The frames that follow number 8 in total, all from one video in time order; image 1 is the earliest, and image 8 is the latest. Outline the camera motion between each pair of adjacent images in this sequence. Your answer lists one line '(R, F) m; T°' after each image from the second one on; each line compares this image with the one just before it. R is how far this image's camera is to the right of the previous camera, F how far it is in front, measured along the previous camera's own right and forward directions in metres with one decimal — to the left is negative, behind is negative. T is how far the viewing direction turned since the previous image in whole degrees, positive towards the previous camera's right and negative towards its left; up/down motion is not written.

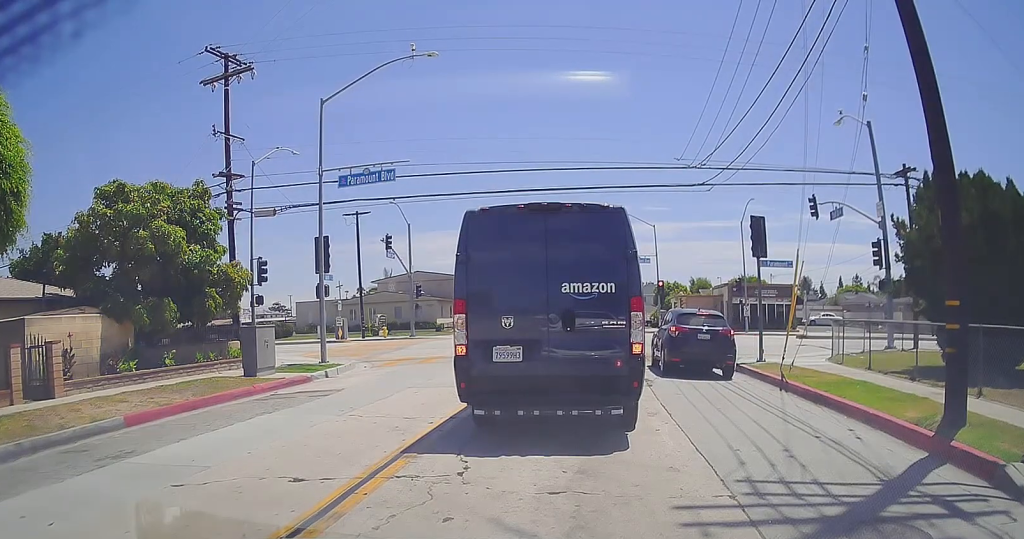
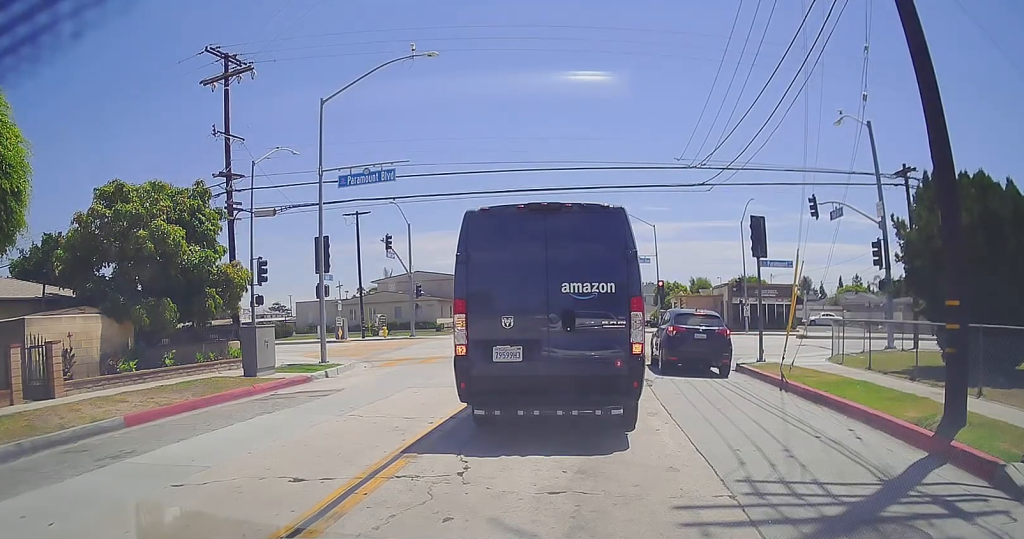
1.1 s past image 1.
(0.0, 0.0) m; 0°
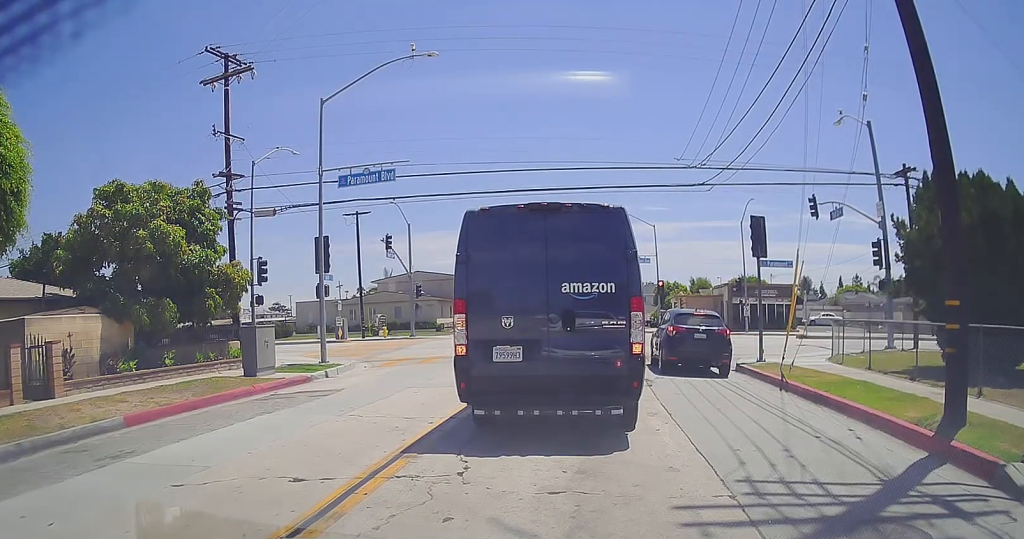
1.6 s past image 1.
(0.0, 0.0) m; 0°
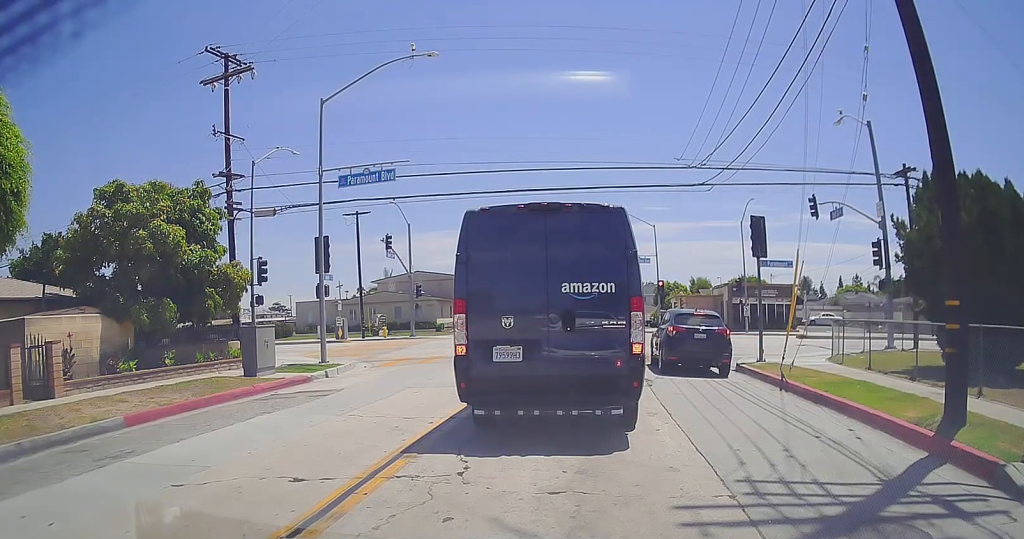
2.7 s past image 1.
(0.0, 0.0) m; 0°
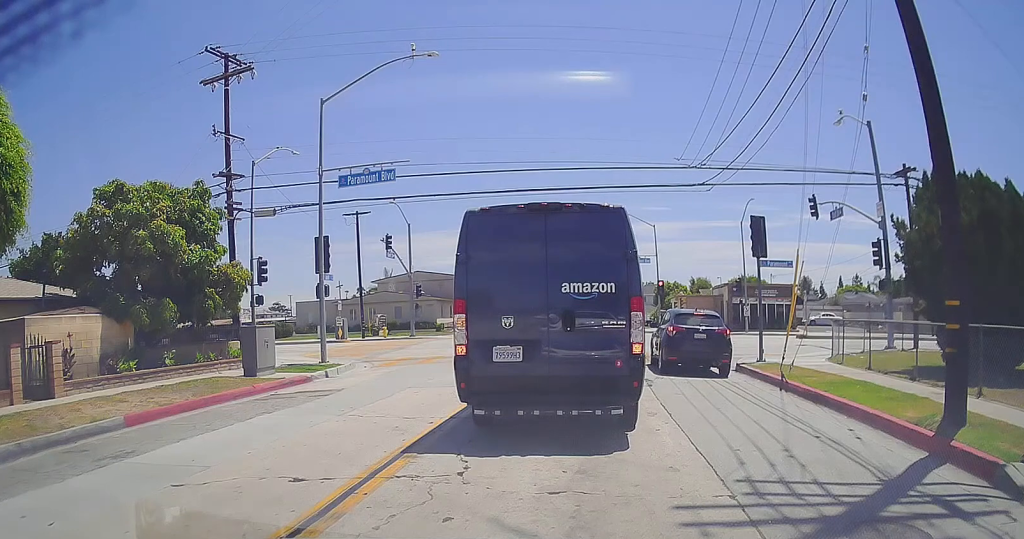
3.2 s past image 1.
(0.0, 0.0) m; 0°
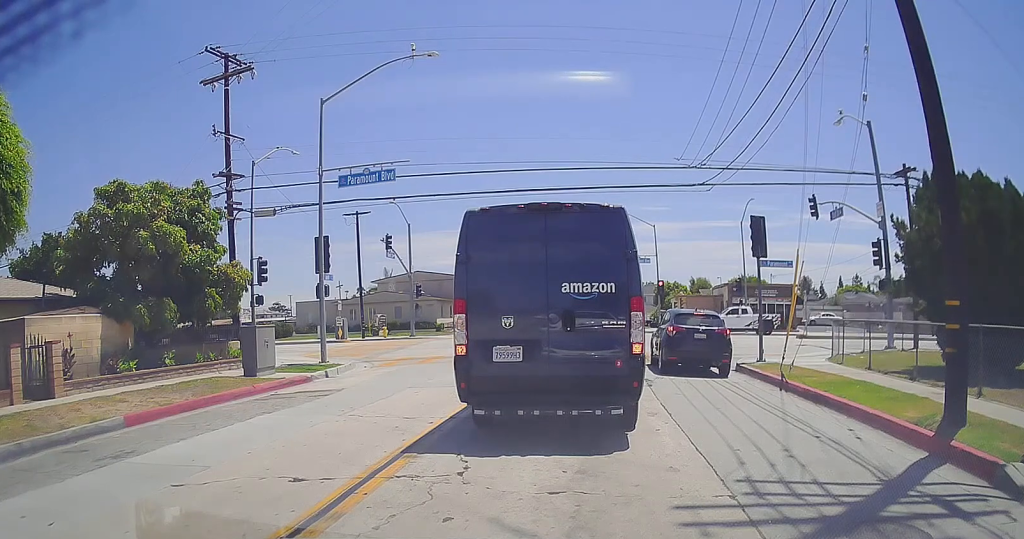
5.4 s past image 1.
(0.0, 0.0) m; 0°
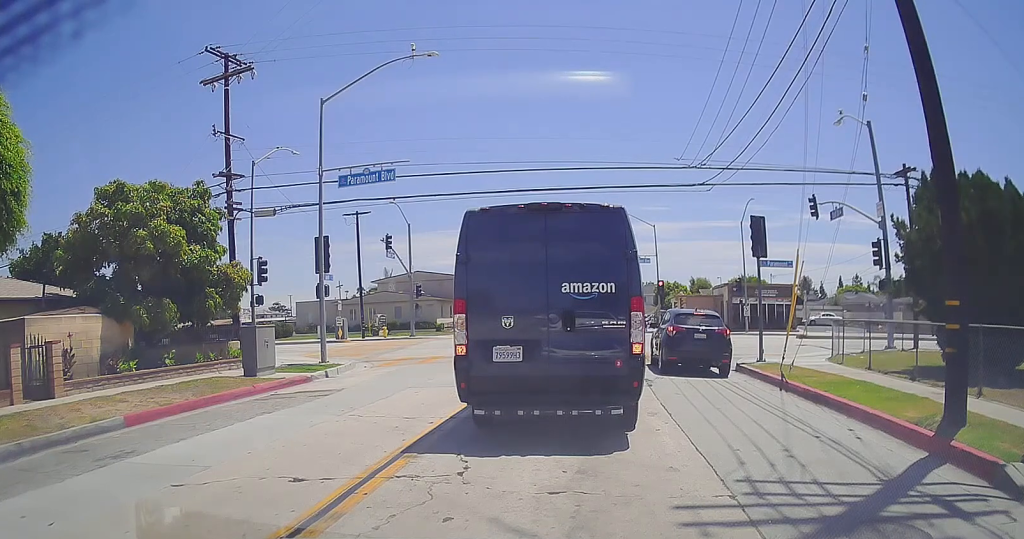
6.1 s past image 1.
(0.0, 0.0) m; 0°
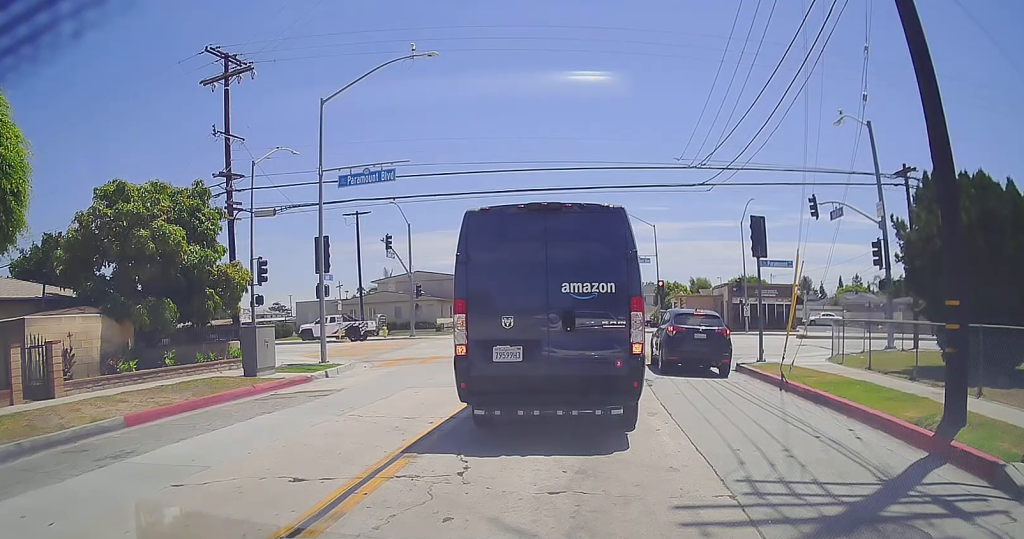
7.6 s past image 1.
(0.0, 0.0) m; 0°
